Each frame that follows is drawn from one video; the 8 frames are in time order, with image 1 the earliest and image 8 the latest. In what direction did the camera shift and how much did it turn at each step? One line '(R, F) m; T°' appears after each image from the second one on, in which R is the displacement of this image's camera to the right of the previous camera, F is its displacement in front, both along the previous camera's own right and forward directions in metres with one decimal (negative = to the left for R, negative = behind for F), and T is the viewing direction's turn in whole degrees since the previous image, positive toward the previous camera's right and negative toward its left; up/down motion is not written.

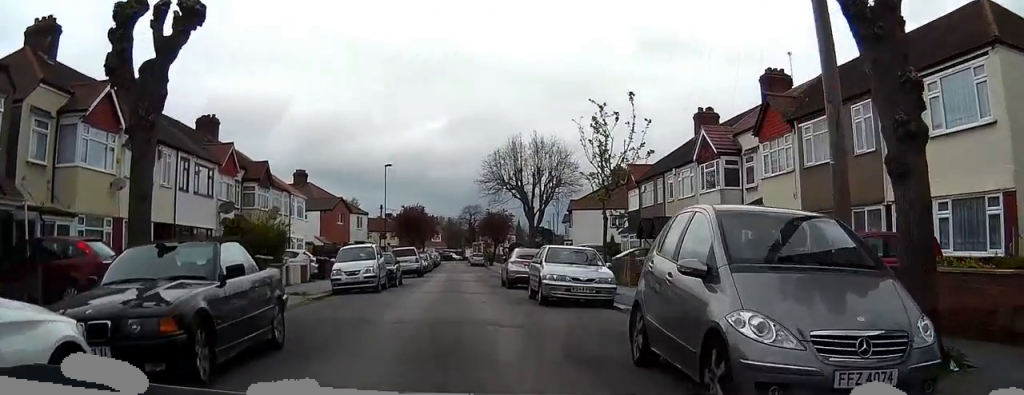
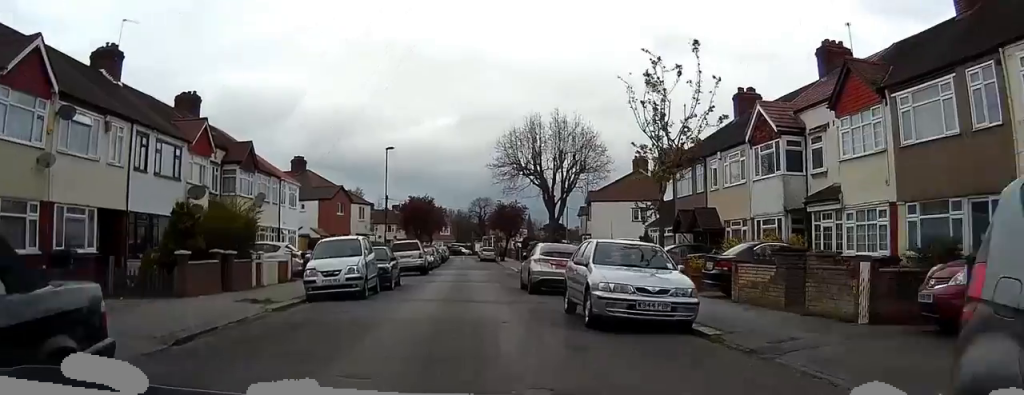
(-0.1, +5.5) m; -1°
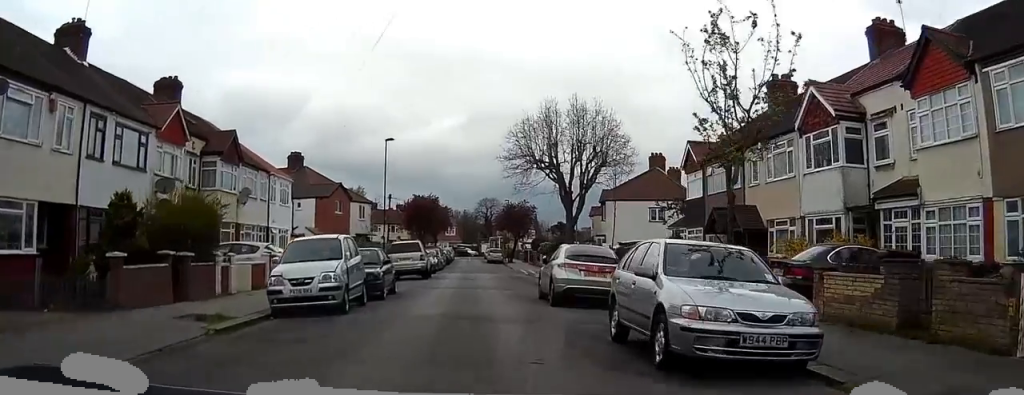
(0.0, +4.1) m; 0°
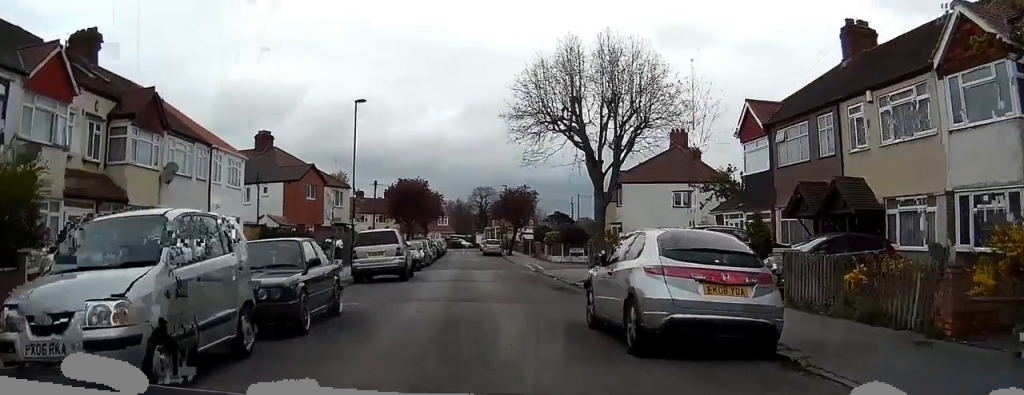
(0.0, +9.1) m; 0°
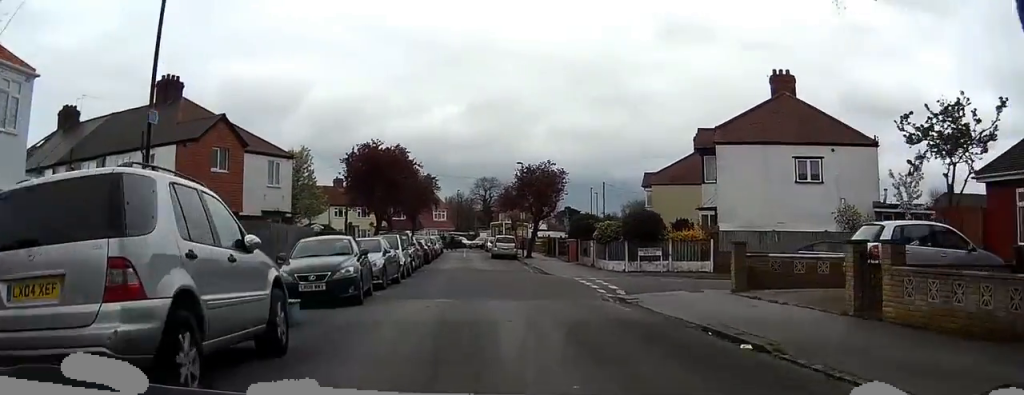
(0.0, +21.9) m; -1°
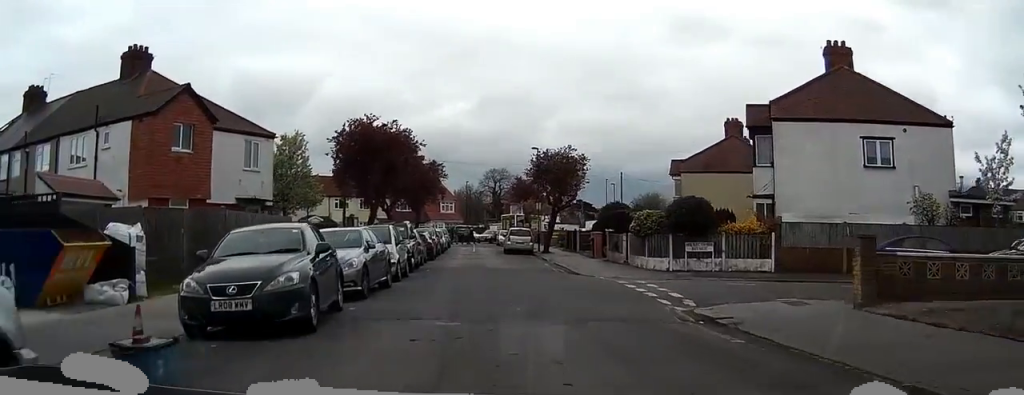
(0.0, +5.9) m; -1°
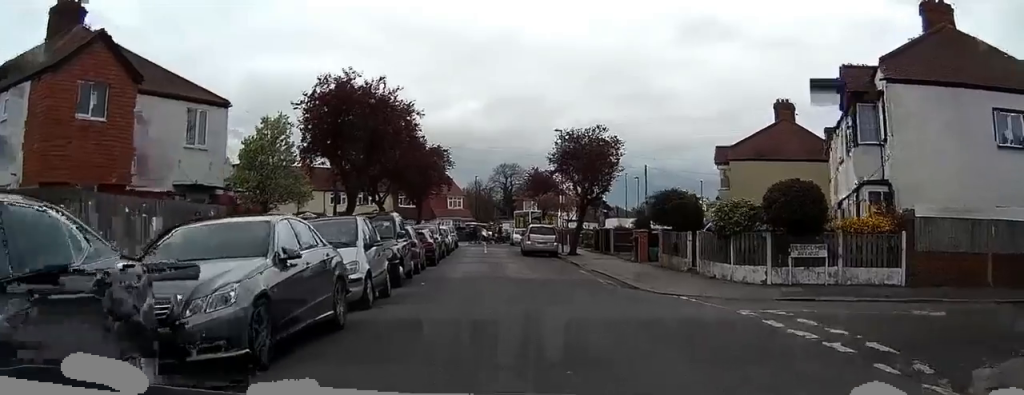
(-0.2, +8.4) m; -1°
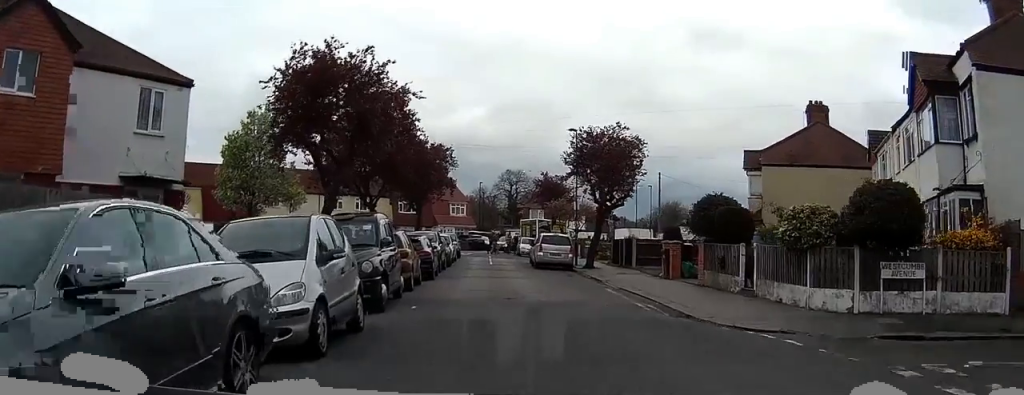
(0.0, +4.0) m; +1°
